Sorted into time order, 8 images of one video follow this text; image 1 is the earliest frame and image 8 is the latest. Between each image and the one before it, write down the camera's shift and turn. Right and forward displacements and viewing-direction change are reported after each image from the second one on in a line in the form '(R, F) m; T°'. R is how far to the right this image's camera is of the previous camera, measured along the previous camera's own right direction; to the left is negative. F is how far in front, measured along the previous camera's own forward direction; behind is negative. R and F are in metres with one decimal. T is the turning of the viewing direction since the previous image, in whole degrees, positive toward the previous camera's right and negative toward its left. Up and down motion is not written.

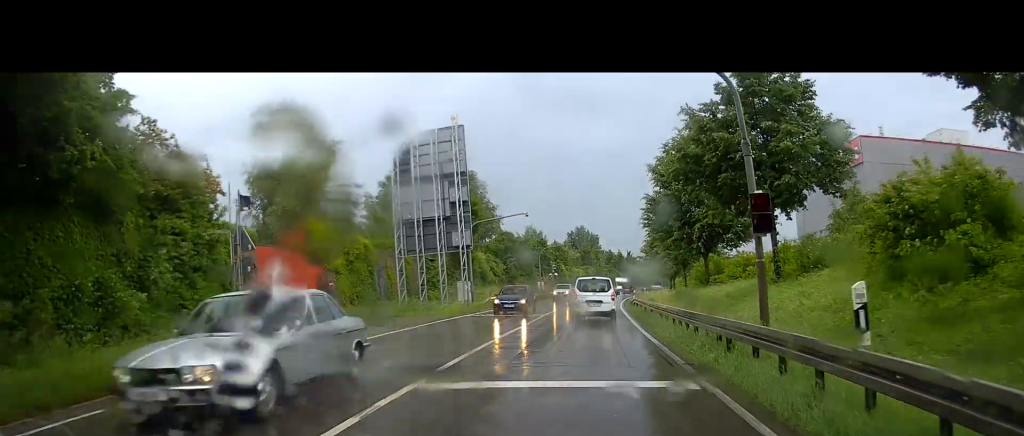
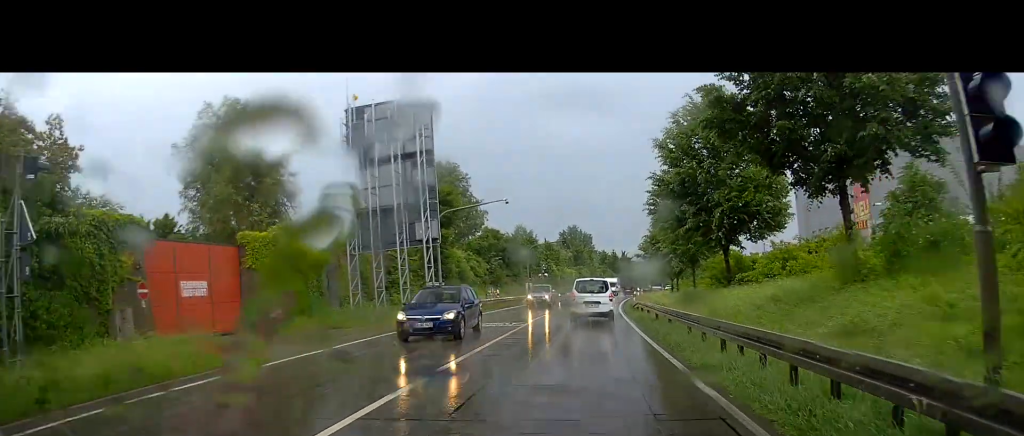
(0.0, +7.2) m; +1°
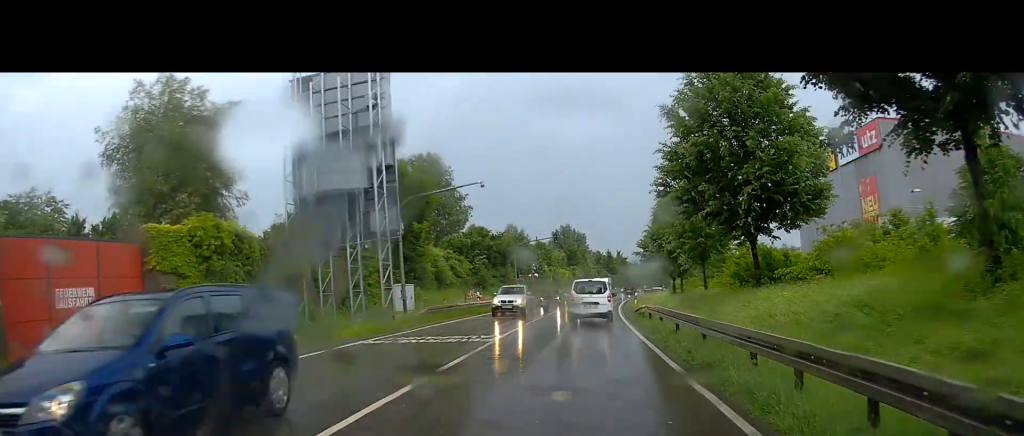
(0.0, +6.1) m; +1°
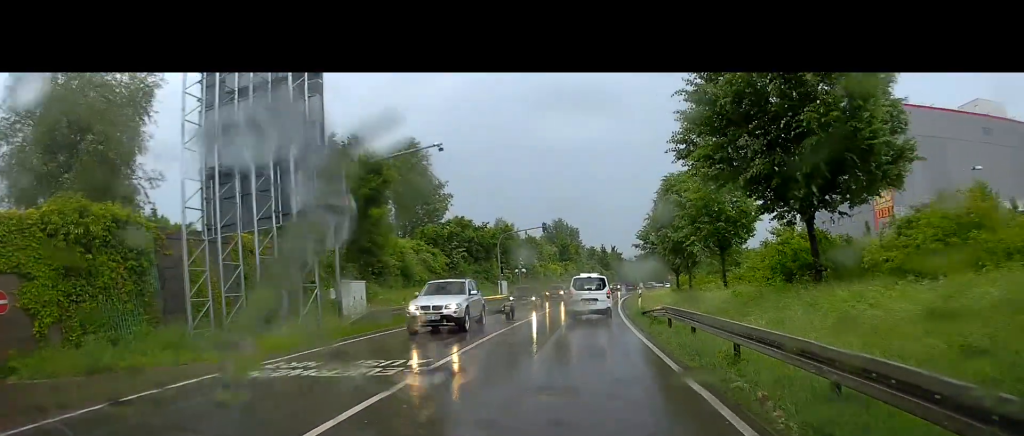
(+0.1, +7.0) m; +1°
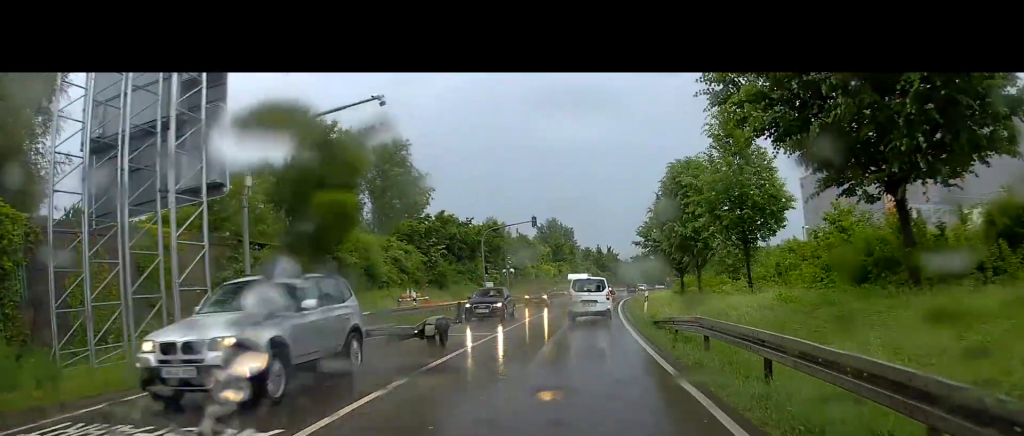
(0.0, +5.5) m; +1°
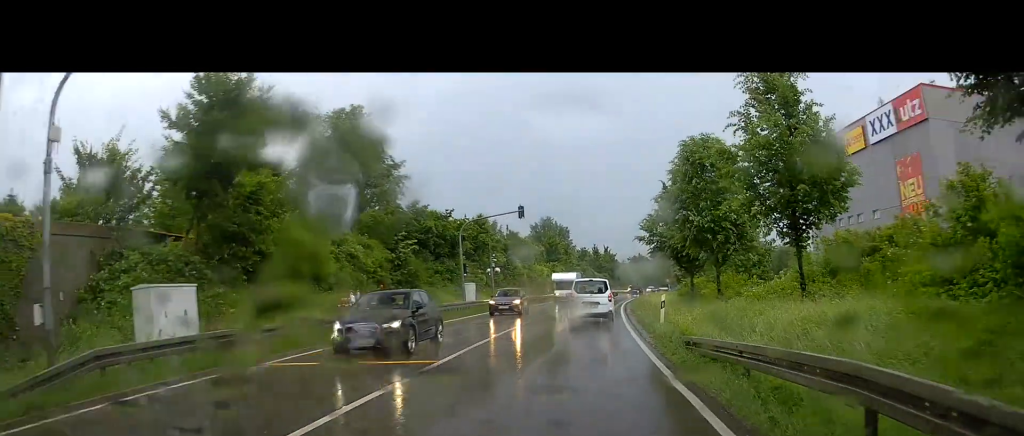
(+0.2, +6.9) m; +1°
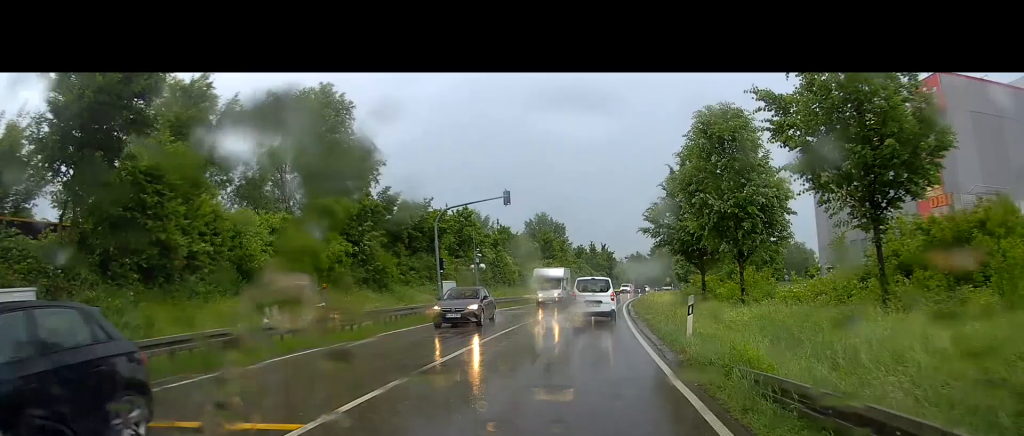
(+0.2, +5.7) m; 0°
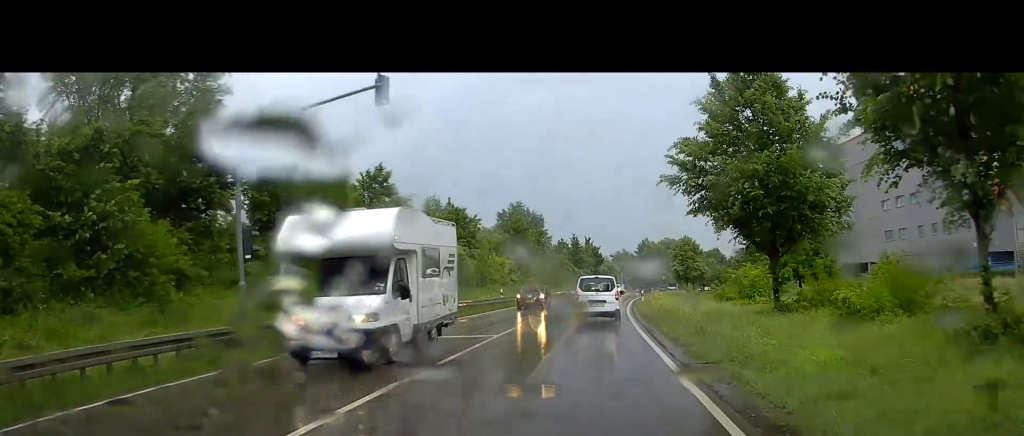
(-0.3, +19.0) m; 0°
